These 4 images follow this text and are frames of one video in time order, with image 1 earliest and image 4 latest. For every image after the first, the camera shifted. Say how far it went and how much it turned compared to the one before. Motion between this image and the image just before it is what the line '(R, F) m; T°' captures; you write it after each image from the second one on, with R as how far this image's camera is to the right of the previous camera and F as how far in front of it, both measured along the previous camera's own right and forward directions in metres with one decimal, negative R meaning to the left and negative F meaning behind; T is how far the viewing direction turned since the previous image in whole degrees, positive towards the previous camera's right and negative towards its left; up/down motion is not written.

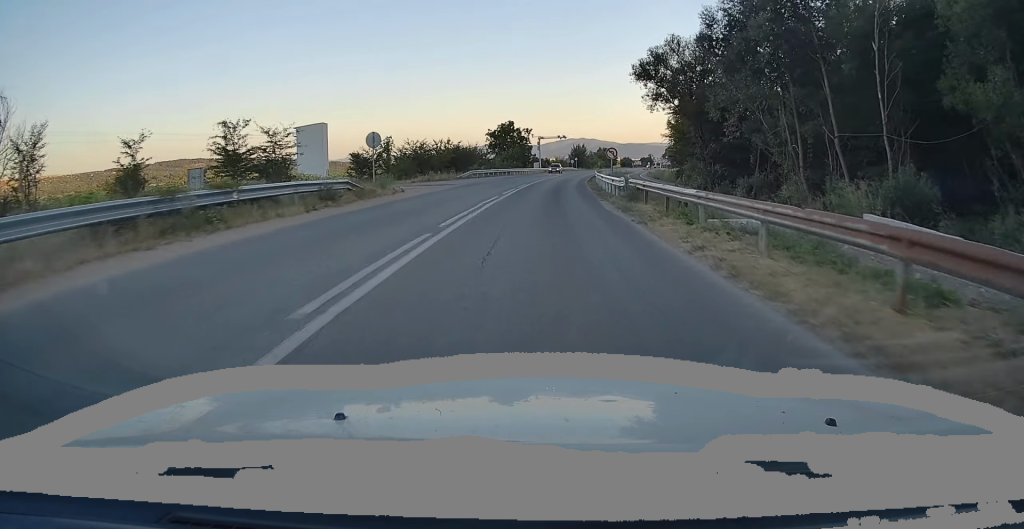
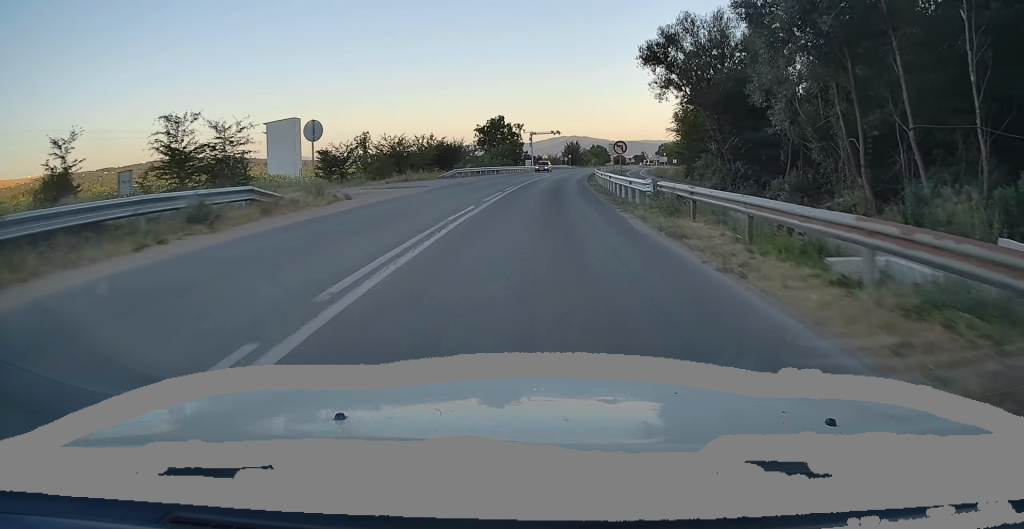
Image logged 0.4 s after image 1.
(0.0, +6.7) m; 0°
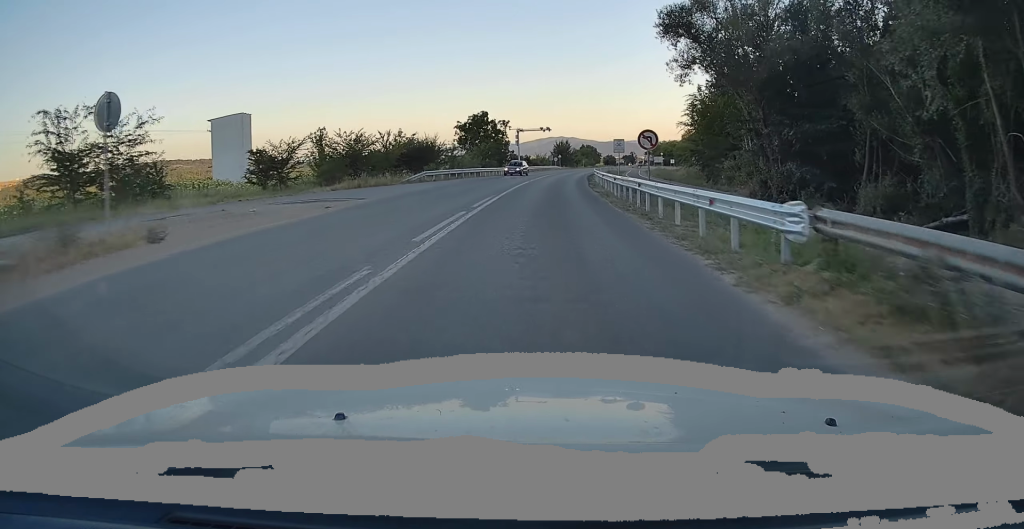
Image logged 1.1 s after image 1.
(-0.1, +11.0) m; +1°
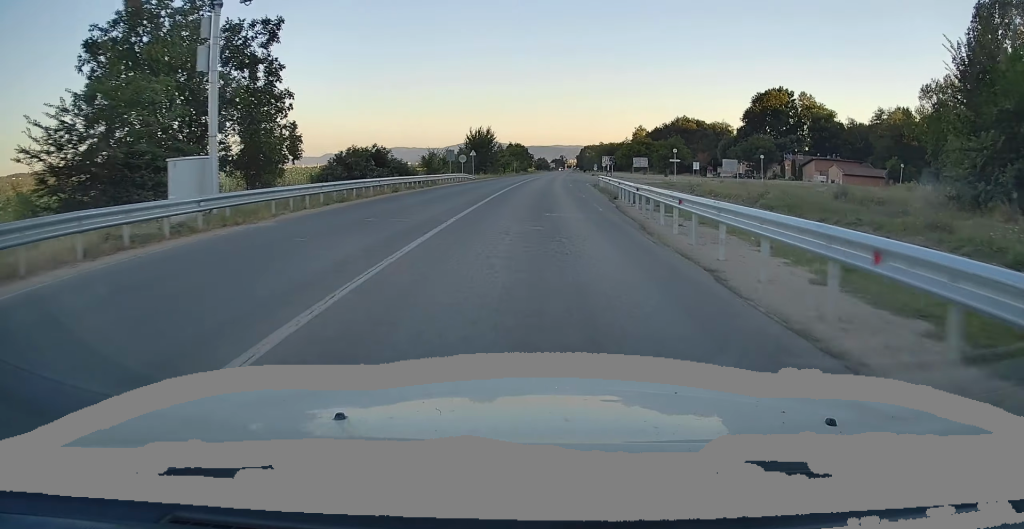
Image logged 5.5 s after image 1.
(+4.5, +68.7) m; +7°
